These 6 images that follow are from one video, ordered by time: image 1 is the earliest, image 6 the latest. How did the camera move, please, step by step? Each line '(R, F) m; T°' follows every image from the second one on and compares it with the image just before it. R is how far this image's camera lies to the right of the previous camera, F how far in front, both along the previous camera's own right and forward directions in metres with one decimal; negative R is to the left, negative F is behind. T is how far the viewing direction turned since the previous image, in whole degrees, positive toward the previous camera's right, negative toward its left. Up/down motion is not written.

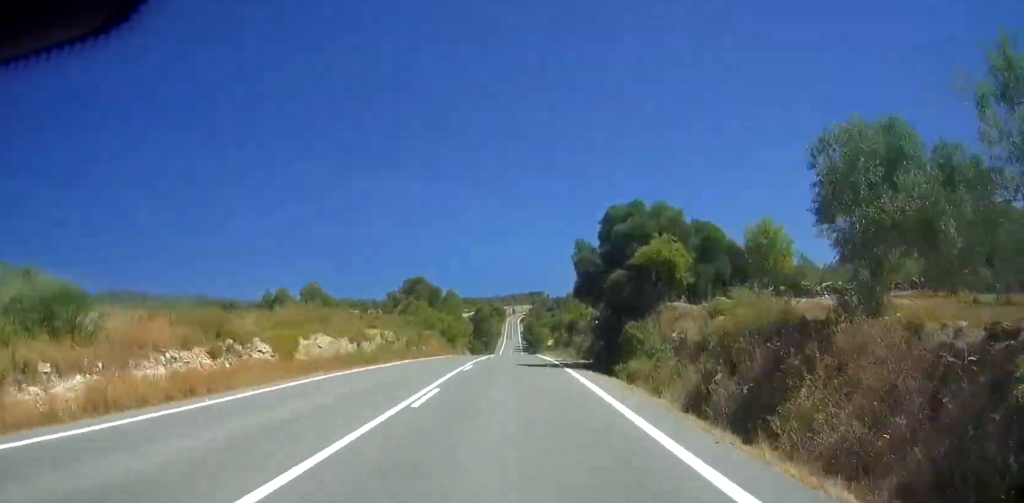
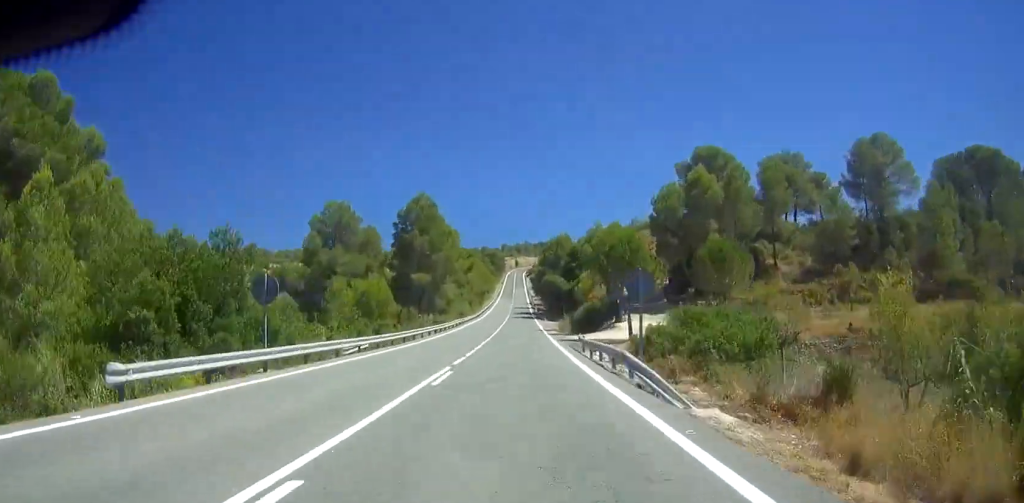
(+0.3, +168.6) m; 0°
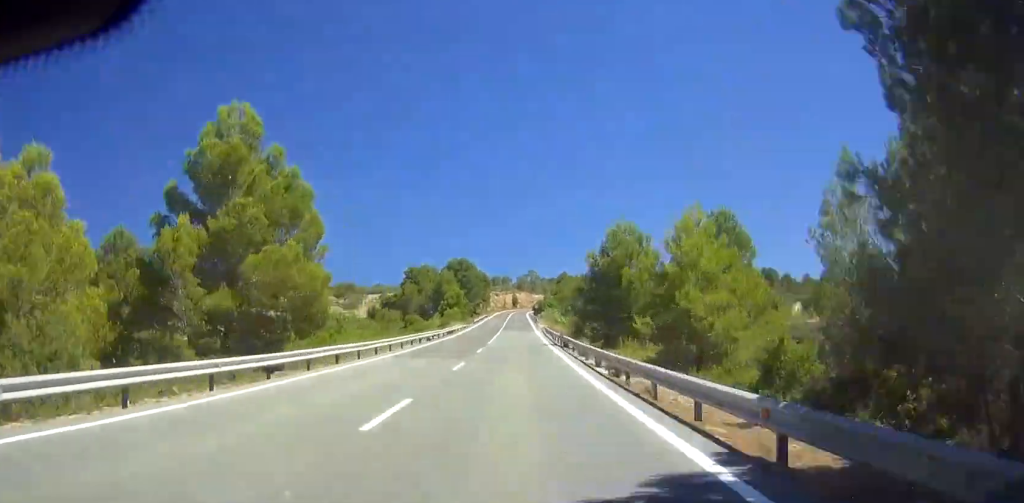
(+0.1, +168.9) m; 0°
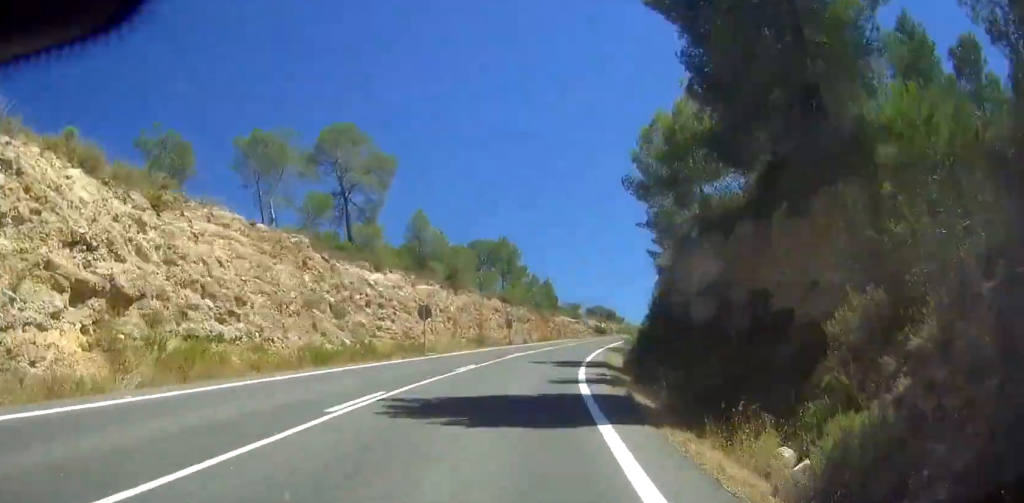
(+14.2, +251.8) m; +14°
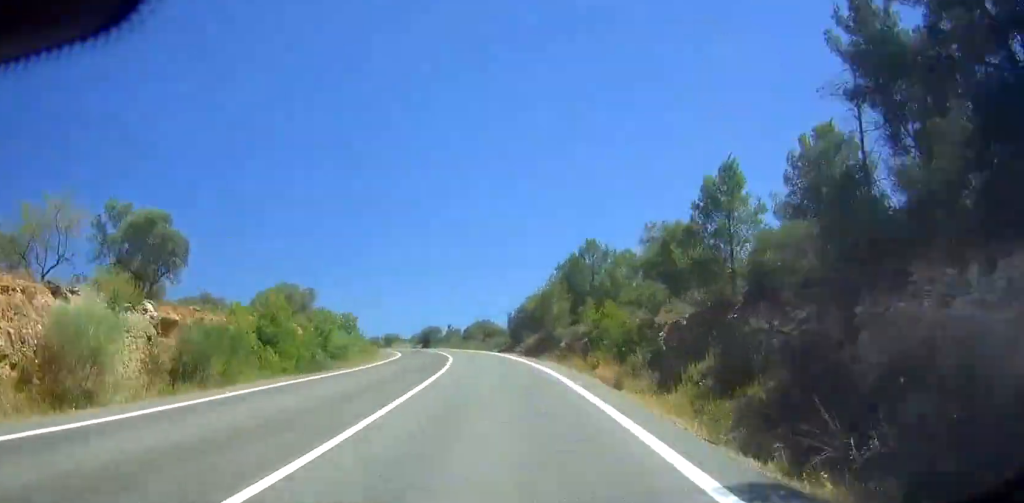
(+18.1, +141.2) m; +3°
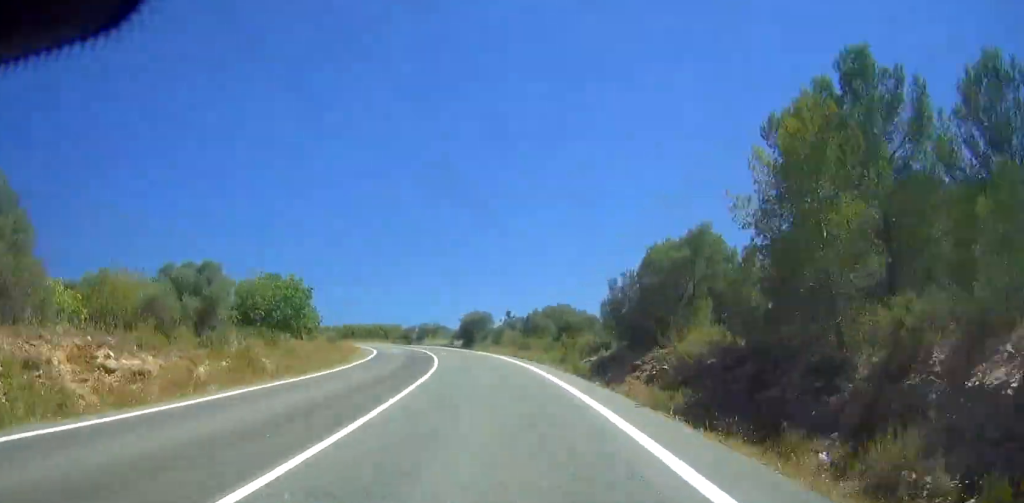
(+3.1, +47.8) m; -4°
